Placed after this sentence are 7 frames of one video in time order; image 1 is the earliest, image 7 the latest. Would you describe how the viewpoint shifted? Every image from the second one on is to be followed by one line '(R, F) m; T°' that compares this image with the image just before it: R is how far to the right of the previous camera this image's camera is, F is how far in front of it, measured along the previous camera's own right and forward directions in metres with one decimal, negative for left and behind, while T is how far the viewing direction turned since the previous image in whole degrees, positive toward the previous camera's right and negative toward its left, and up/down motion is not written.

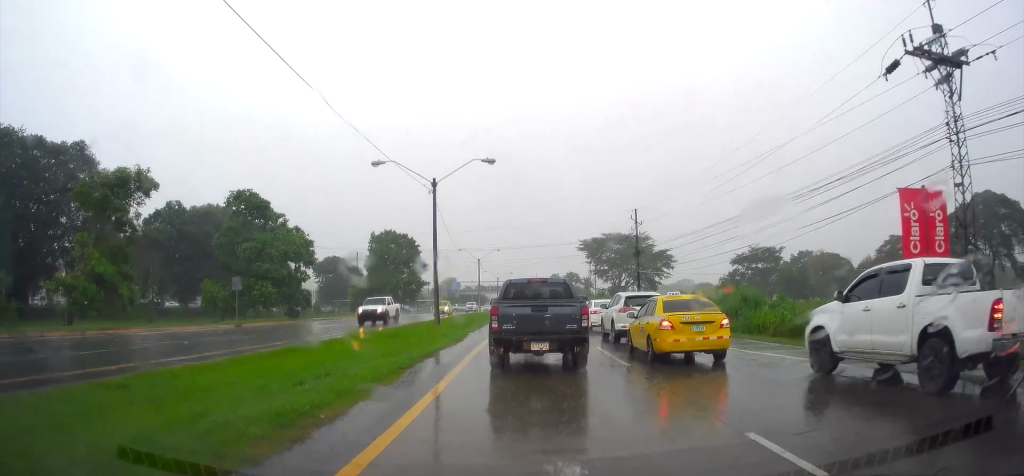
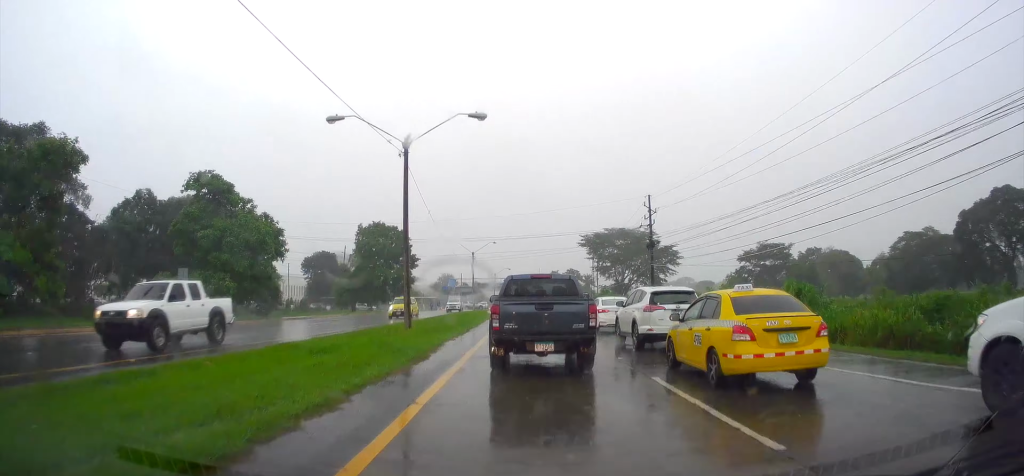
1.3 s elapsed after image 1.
(+0.1, +6.8) m; 0°
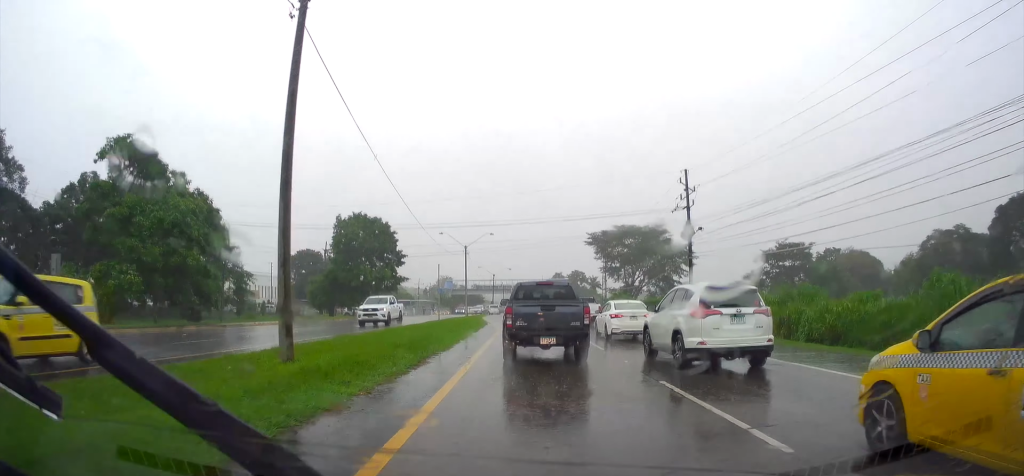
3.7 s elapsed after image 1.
(-0.2, +12.1) m; -1°
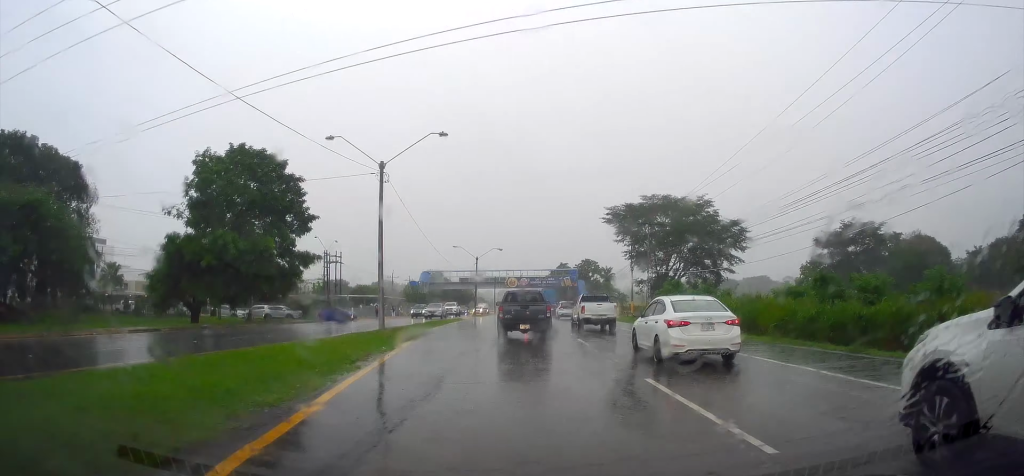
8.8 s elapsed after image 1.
(-0.6, +33.7) m; -3°
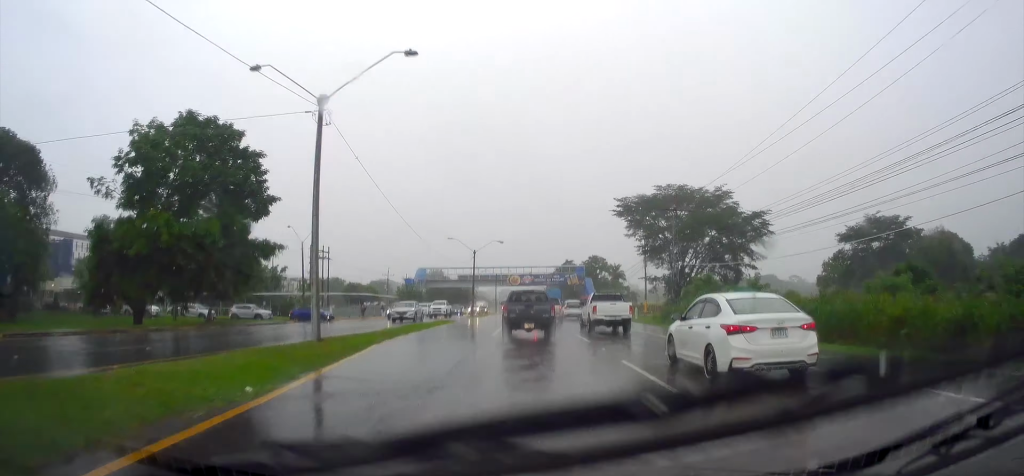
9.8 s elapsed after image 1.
(-0.1, +8.0) m; -1°
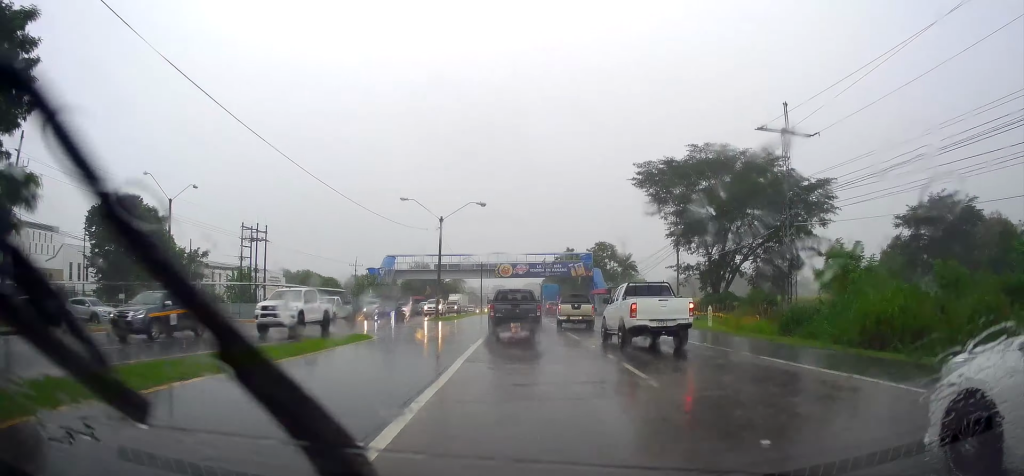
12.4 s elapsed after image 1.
(-0.7, +22.0) m; -2°
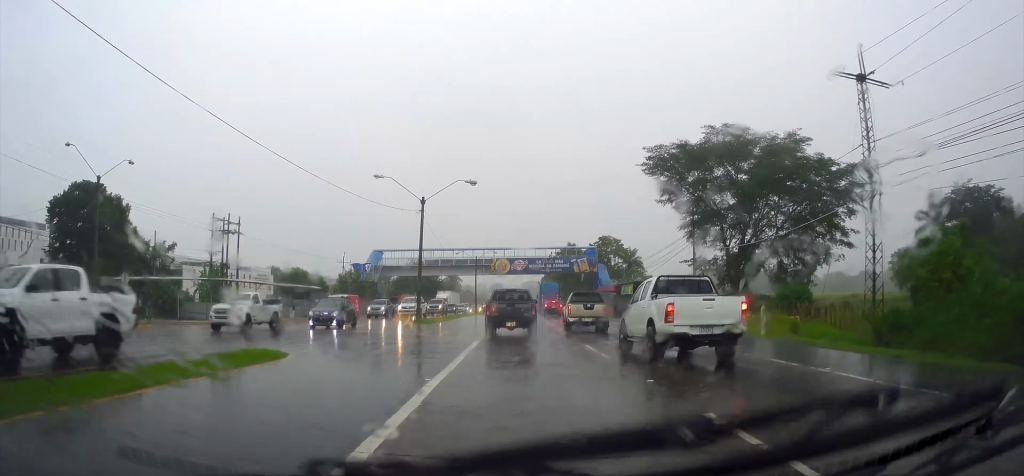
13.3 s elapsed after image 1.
(-0.1, +7.4) m; 0°
